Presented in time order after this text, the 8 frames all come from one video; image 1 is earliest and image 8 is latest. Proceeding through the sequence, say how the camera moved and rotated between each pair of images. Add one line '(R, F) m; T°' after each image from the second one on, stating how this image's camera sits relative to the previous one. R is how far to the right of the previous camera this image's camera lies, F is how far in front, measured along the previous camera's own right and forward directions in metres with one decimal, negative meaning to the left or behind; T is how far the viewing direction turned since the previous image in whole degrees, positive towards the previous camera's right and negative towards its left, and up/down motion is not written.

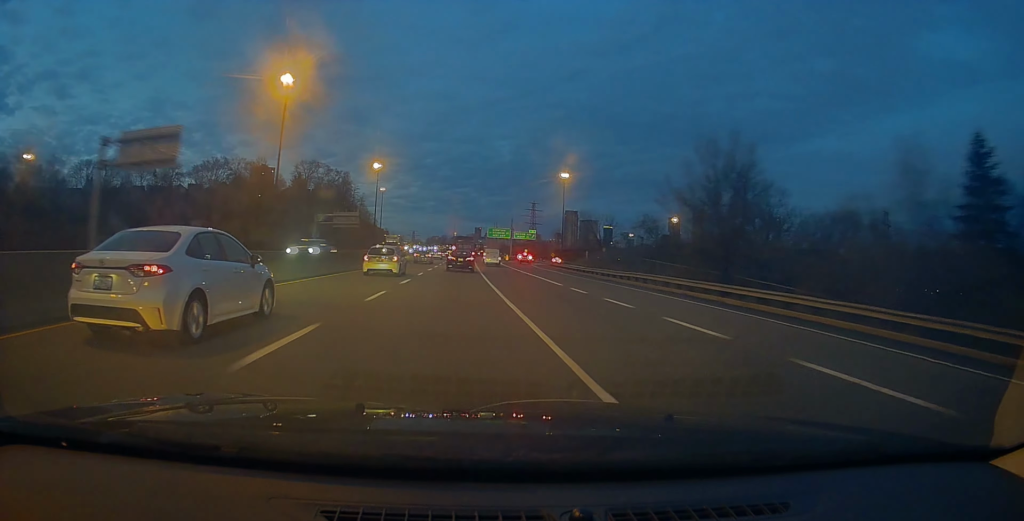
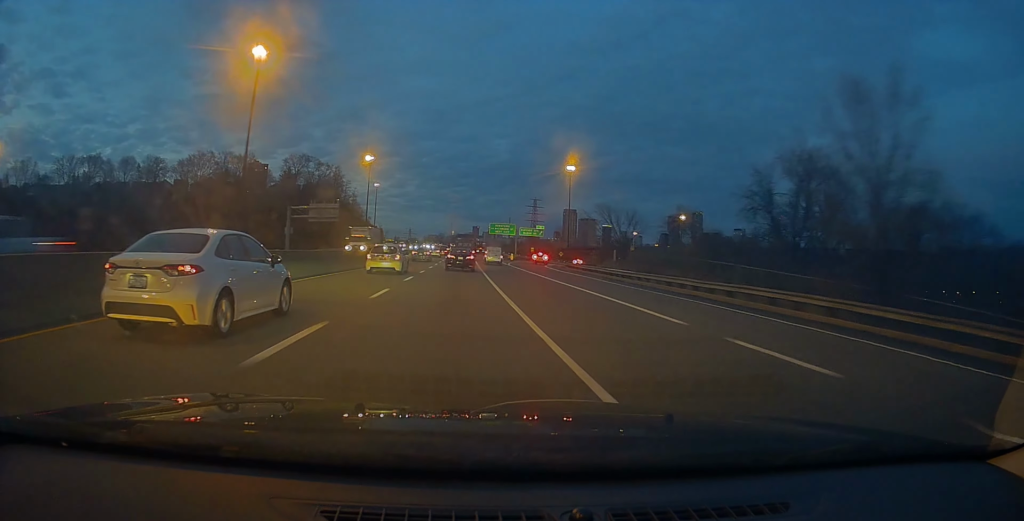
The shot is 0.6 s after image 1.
(+0.2, +15.8) m; +1°
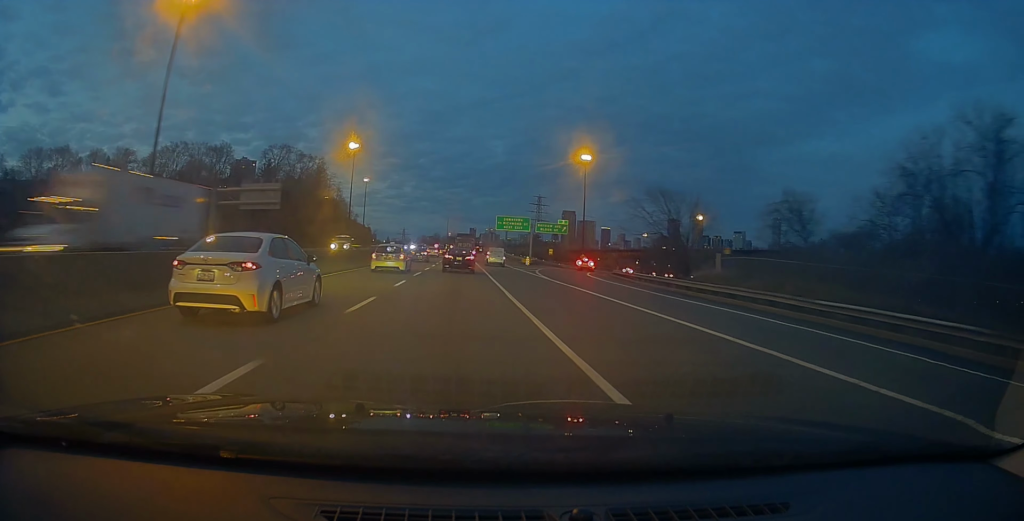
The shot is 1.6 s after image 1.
(+0.2, +28.4) m; +1°
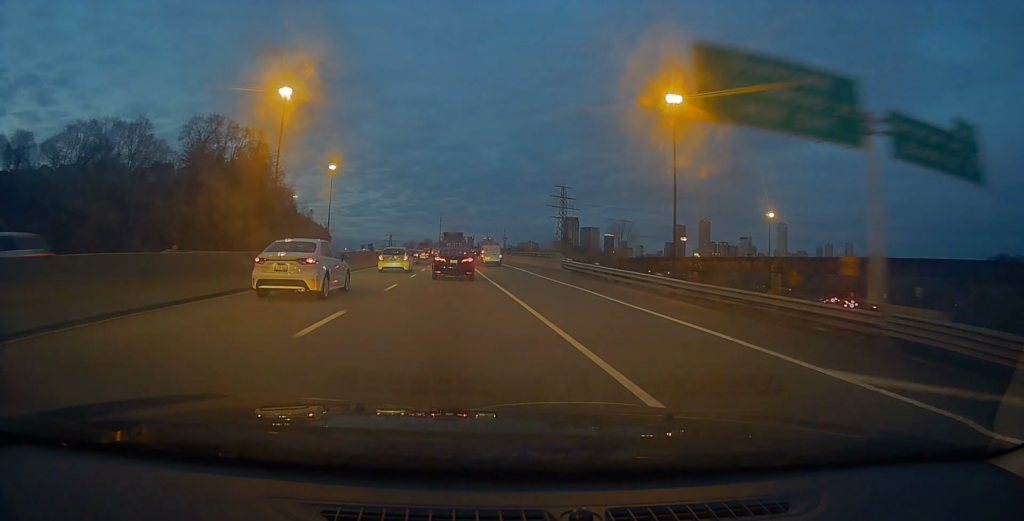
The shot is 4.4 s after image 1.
(+0.5, +75.5) m; 0°
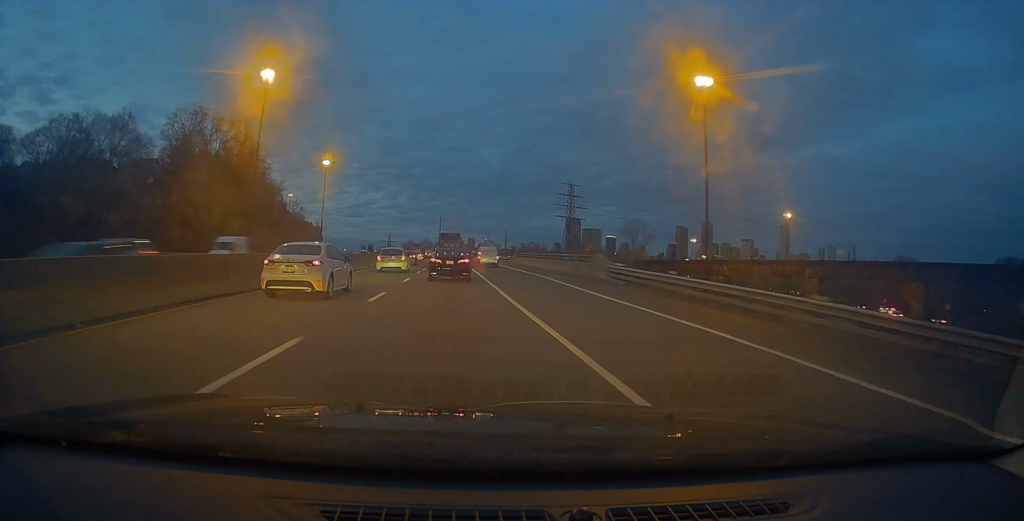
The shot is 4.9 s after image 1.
(+0.1, +12.9) m; 0°
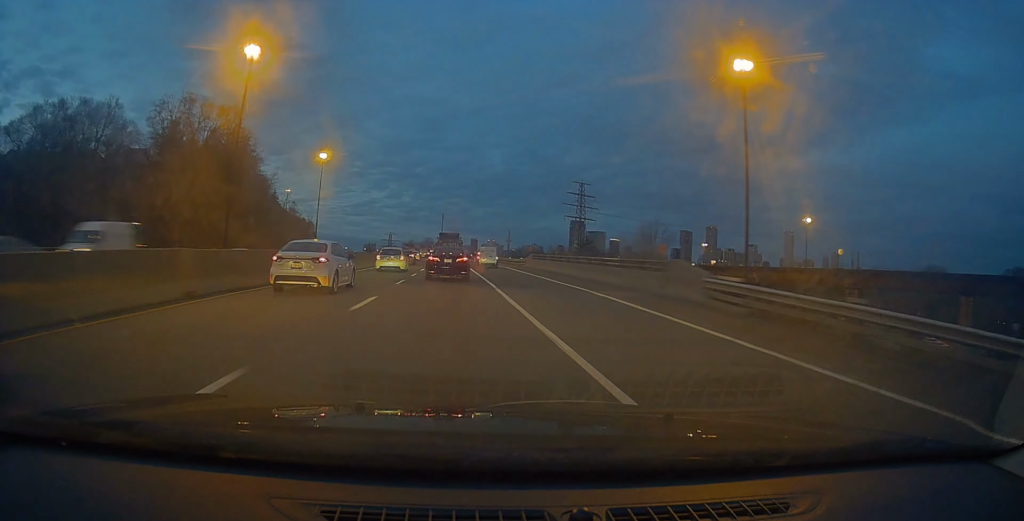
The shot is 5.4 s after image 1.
(-0.2, +11.8) m; 0°
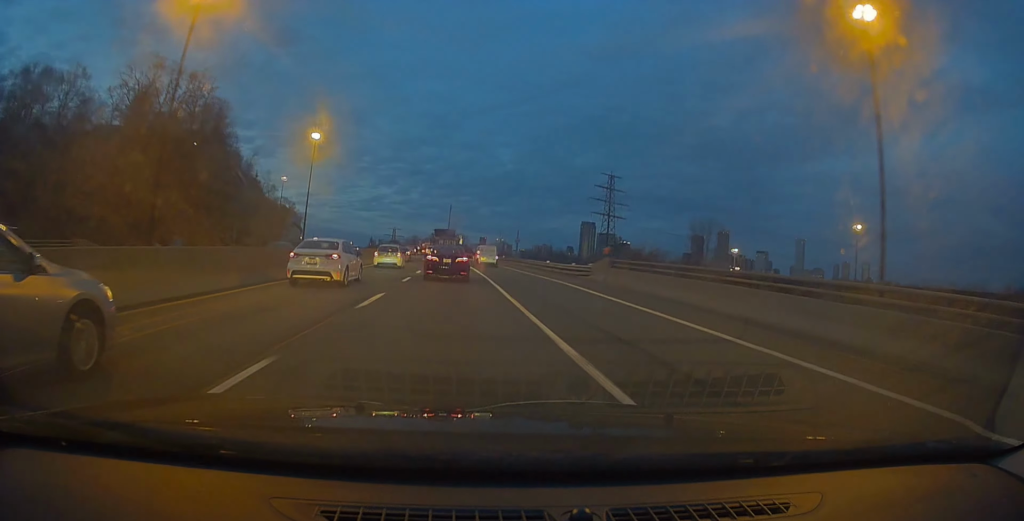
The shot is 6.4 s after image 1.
(-0.1, +25.8) m; 0°
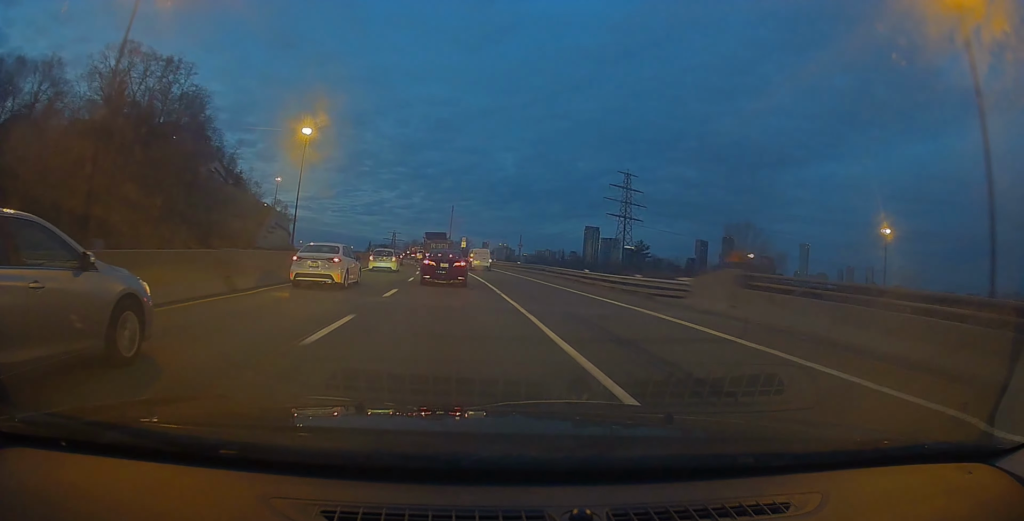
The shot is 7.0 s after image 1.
(0.0, +14.0) m; 0°
